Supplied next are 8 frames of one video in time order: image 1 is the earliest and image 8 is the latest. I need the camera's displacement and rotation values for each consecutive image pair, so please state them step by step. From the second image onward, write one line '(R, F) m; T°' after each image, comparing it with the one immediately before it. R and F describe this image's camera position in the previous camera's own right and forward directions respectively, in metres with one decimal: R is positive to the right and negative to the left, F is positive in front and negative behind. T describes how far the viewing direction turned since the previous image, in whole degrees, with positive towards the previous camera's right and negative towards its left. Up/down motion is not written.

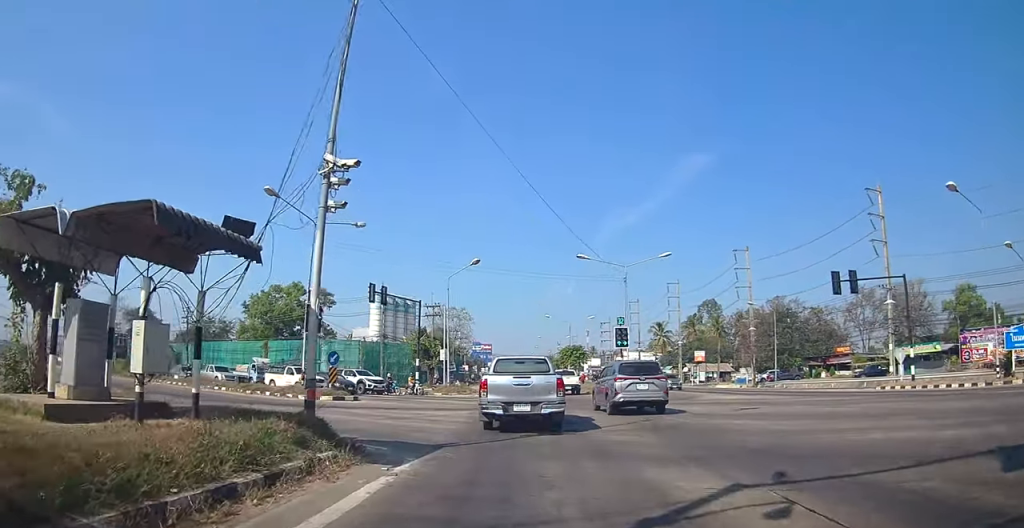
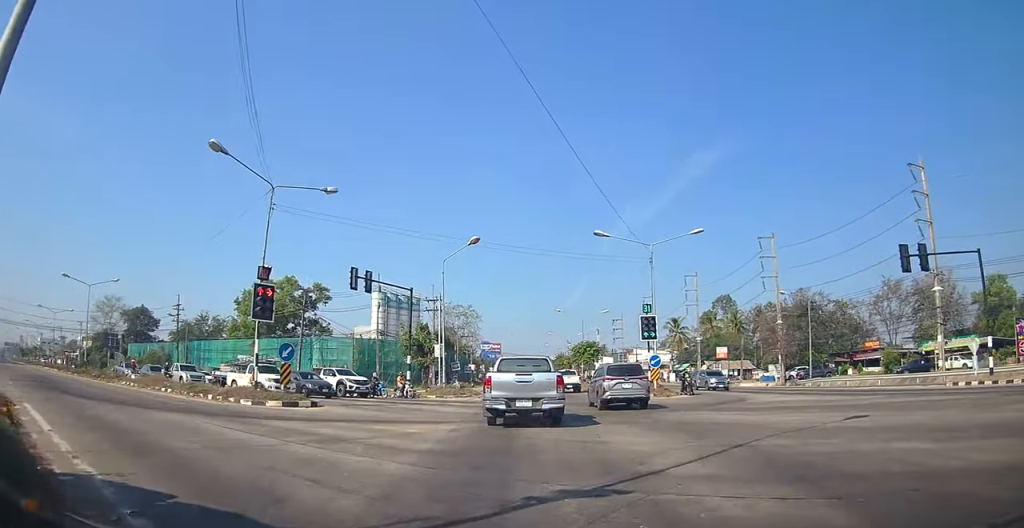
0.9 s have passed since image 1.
(+0.1, +5.2) m; -1°
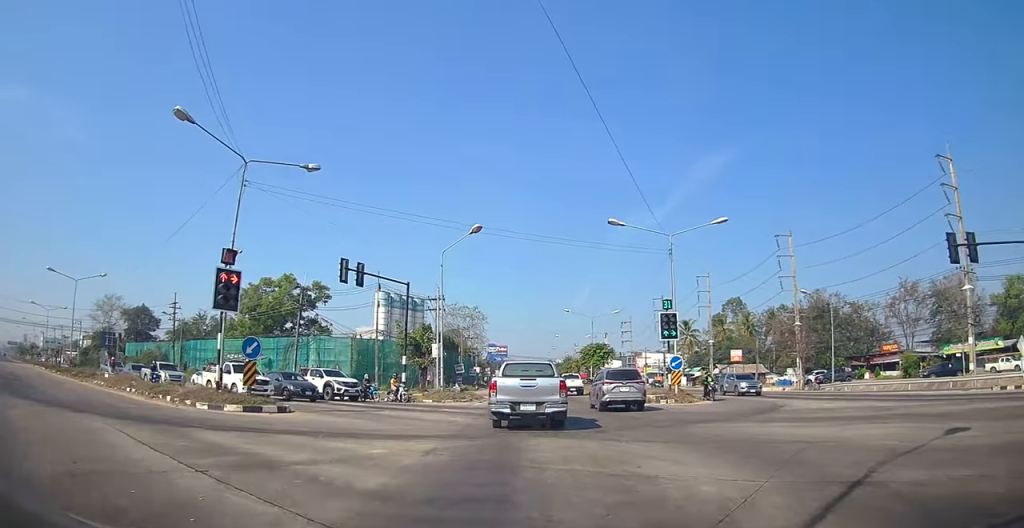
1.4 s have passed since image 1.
(0.0, +2.9) m; 0°
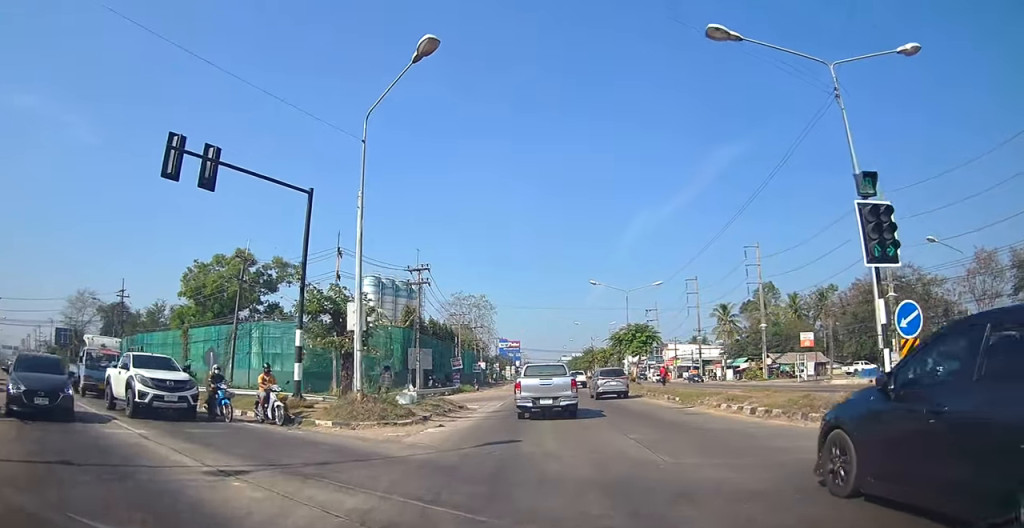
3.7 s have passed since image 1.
(-0.1, +16.6) m; 0°
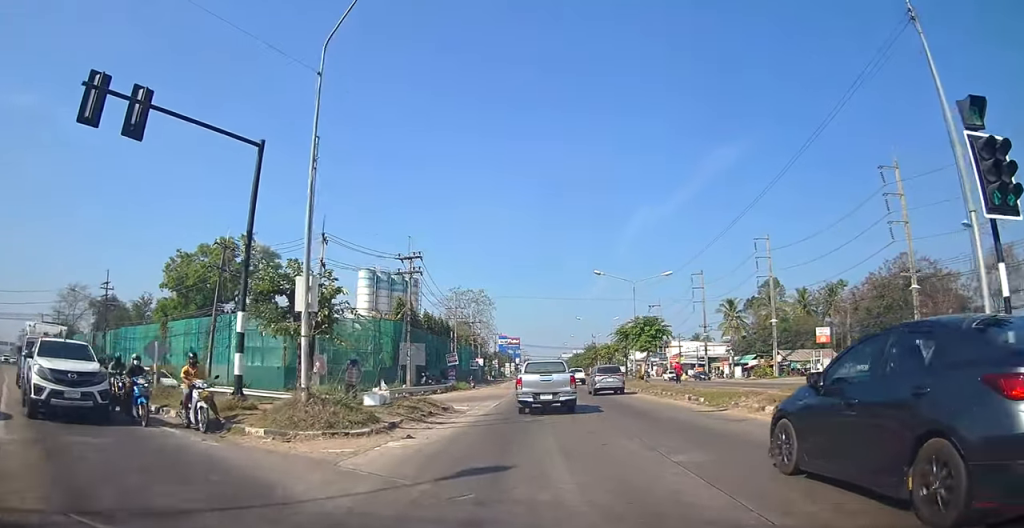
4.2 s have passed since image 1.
(0.0, +3.5) m; 0°
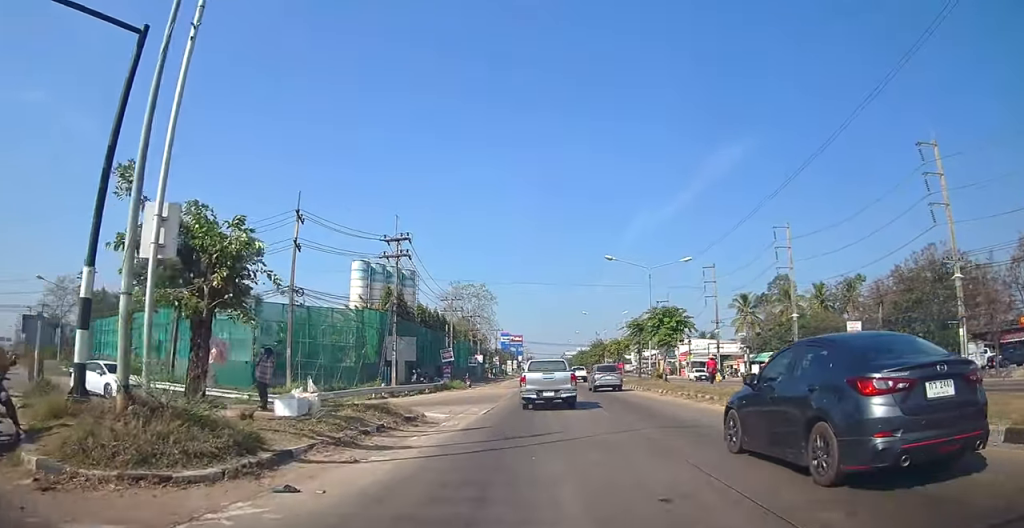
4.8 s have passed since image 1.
(0.0, +5.4) m; 0°
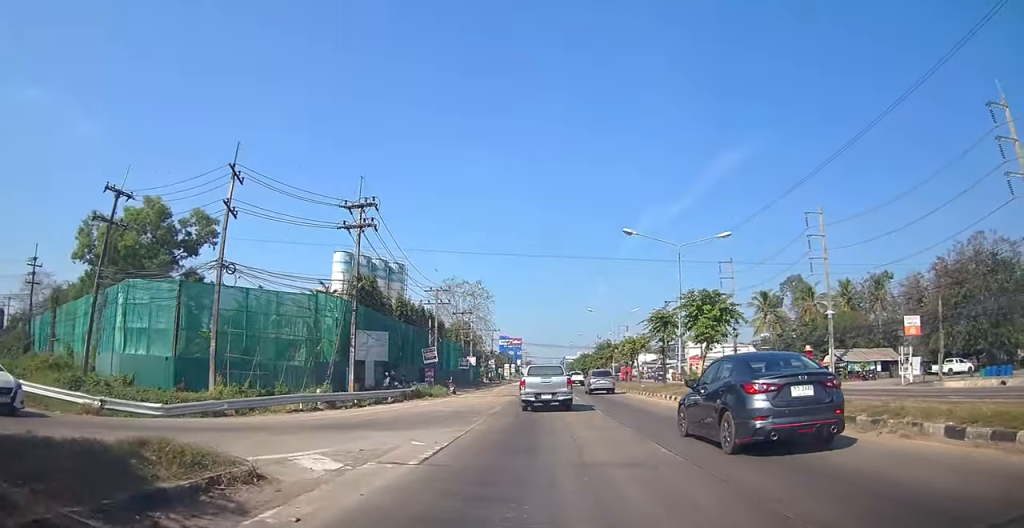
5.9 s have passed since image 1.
(+0.1, +8.7) m; 0°
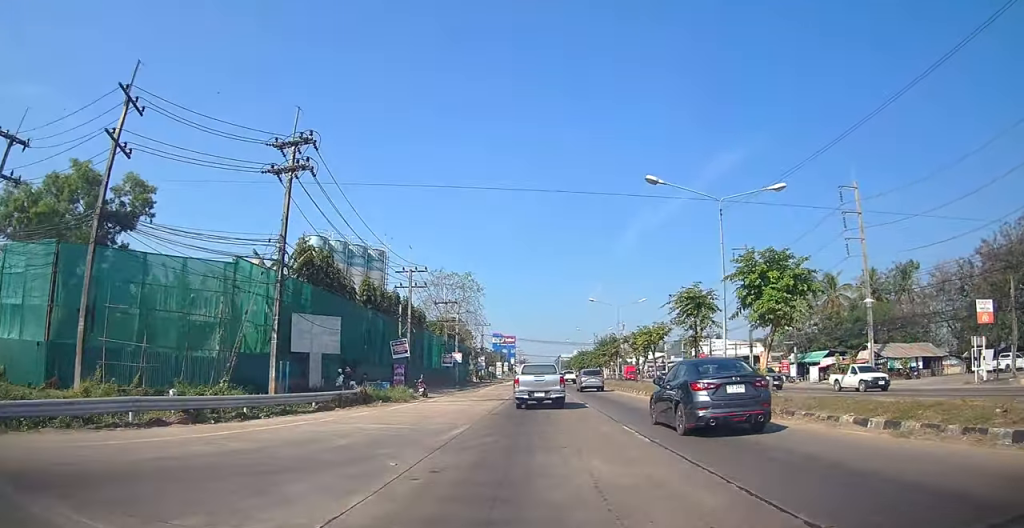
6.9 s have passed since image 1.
(-0.1, +8.4) m; 0°
